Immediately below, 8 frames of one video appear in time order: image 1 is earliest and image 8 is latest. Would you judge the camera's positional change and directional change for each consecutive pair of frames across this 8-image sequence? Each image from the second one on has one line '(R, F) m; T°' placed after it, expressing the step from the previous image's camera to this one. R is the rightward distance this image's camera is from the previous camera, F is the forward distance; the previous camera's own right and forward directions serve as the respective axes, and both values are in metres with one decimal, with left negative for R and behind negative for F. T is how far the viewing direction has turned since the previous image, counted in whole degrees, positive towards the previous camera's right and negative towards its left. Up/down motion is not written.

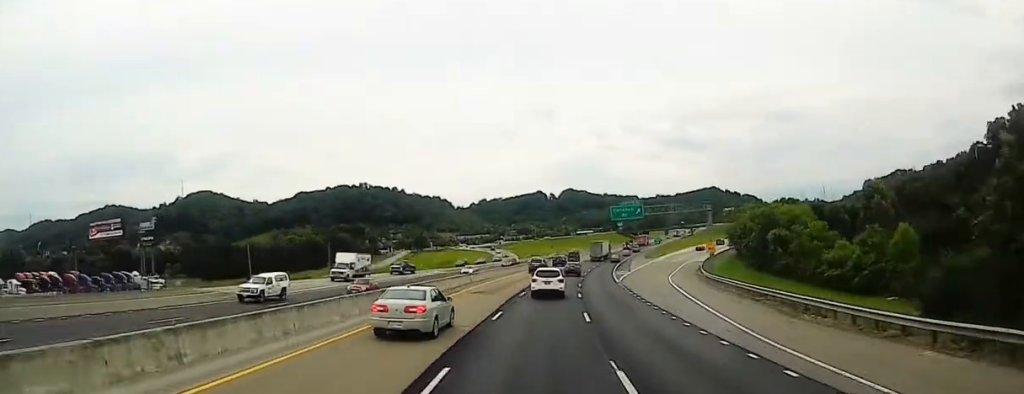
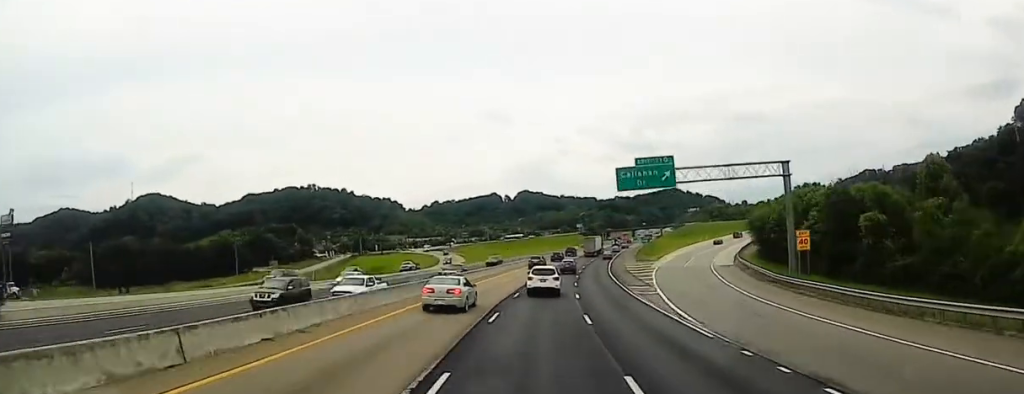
(+0.9, +38.4) m; +5°
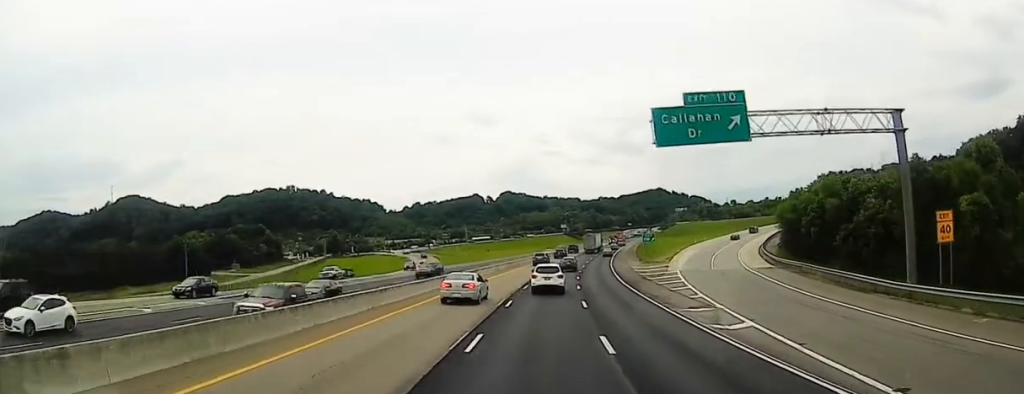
(+0.5, +18.8) m; +2°
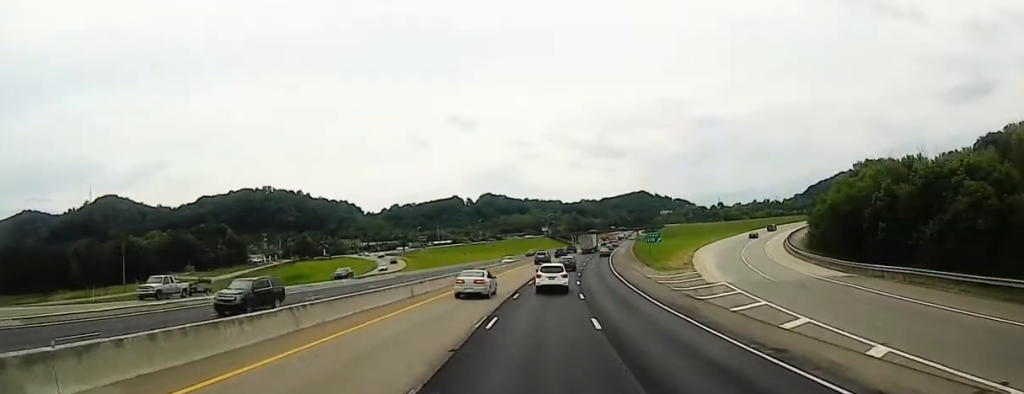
(+0.2, +19.8) m; +1°
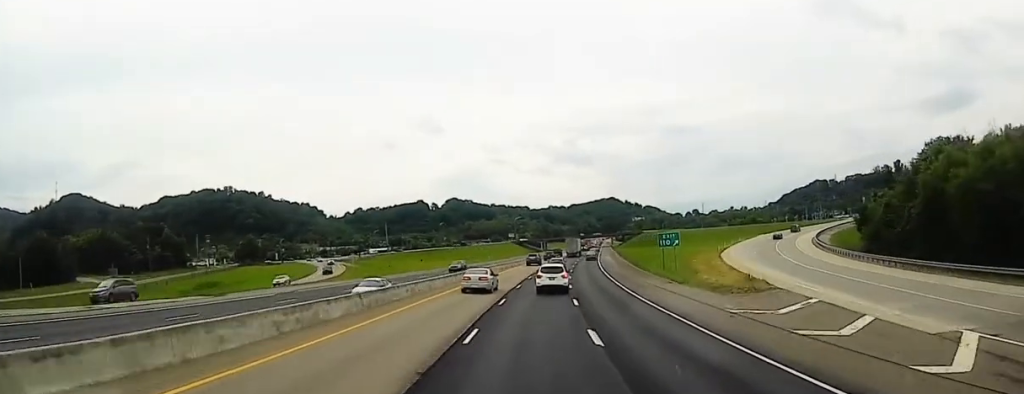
(0.0, +27.2) m; +1°
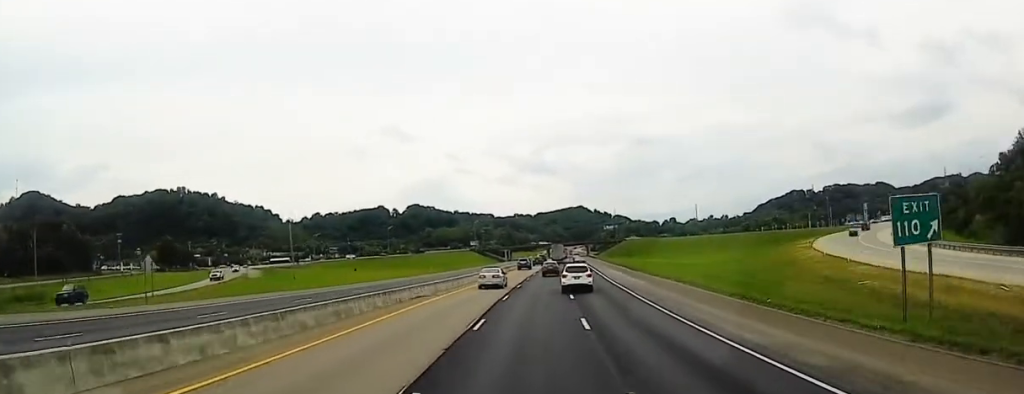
(+3.2, +44.3) m; +7°
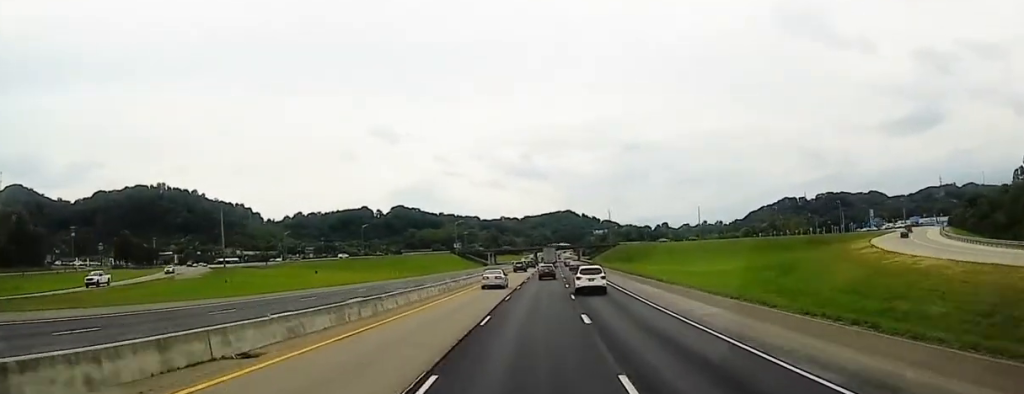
(+0.6, +22.4) m; +2°
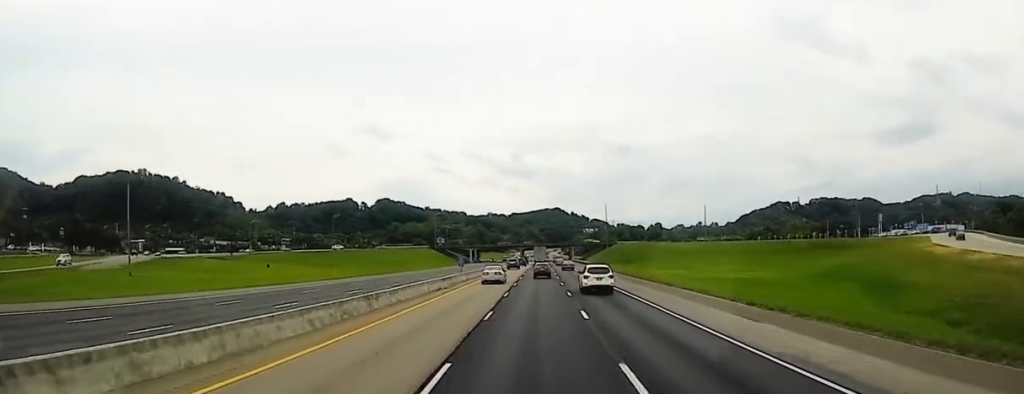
(+0.1, +22.7) m; +1°
